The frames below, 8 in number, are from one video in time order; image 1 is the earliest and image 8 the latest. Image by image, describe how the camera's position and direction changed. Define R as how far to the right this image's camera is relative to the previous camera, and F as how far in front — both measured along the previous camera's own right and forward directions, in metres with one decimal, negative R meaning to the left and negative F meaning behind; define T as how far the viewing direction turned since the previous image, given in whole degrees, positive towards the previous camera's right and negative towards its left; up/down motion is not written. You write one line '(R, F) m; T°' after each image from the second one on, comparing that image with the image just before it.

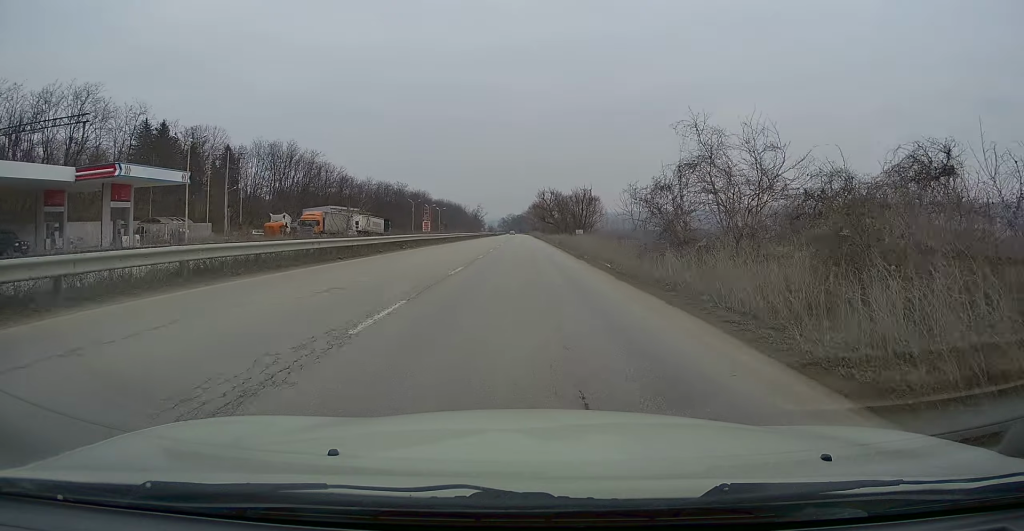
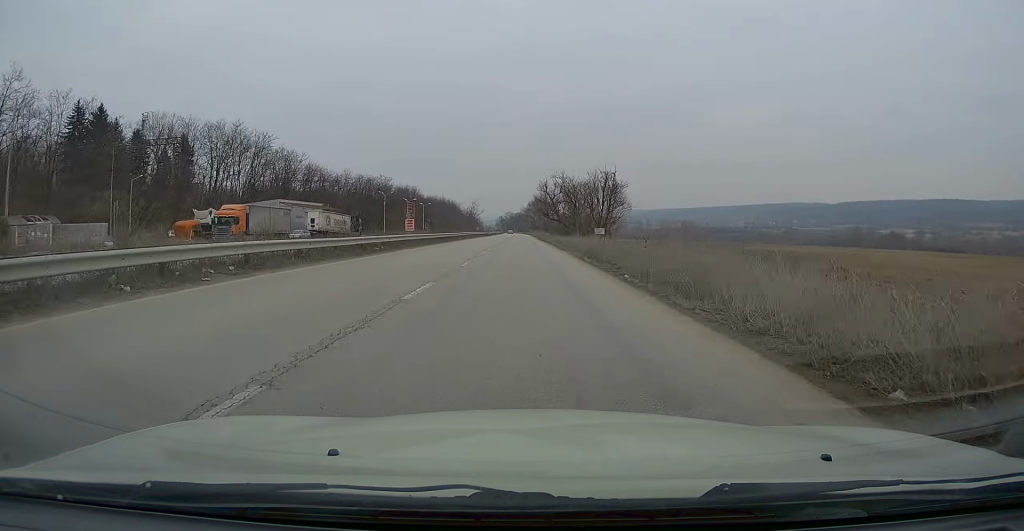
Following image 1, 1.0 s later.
(0.0, +23.3) m; 0°
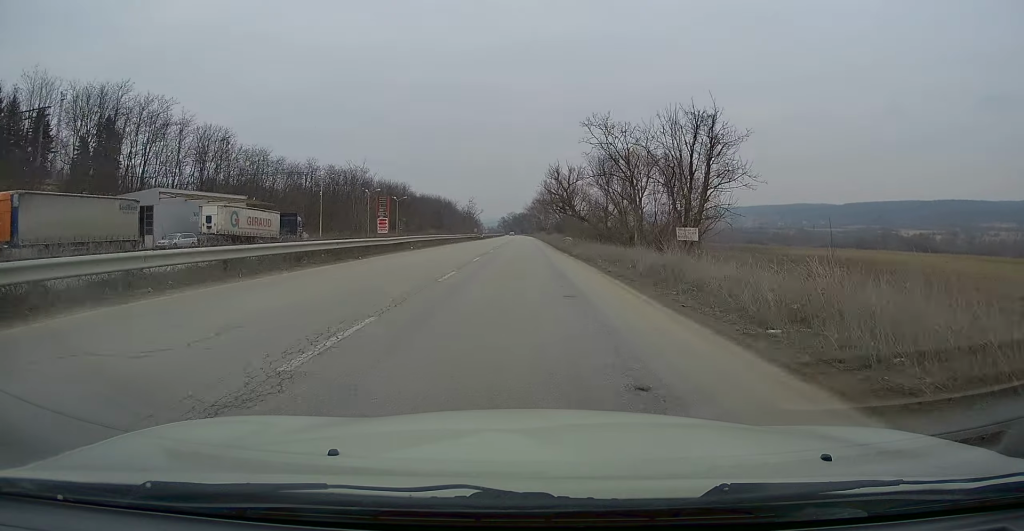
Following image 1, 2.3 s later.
(-0.1, +31.5) m; -1°
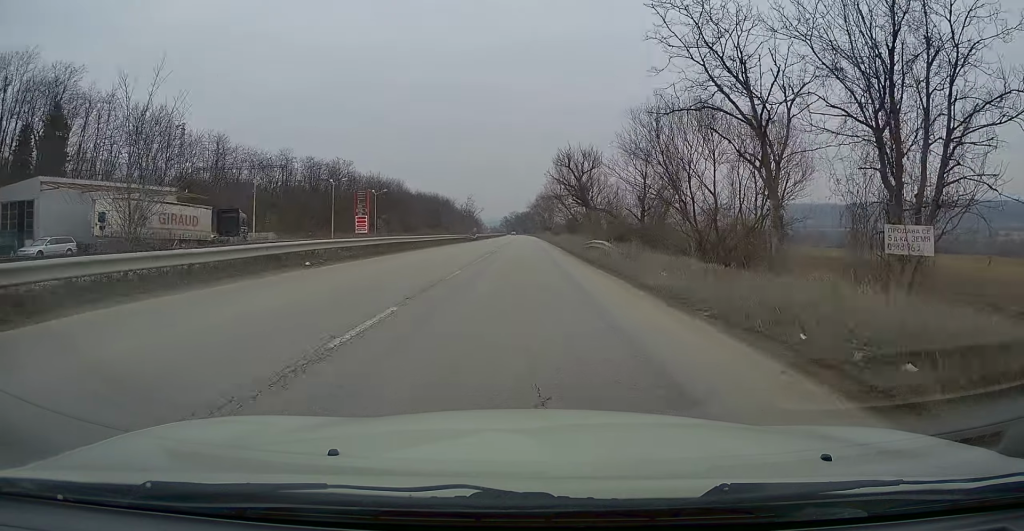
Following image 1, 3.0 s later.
(-0.1, +17.0) m; -1°
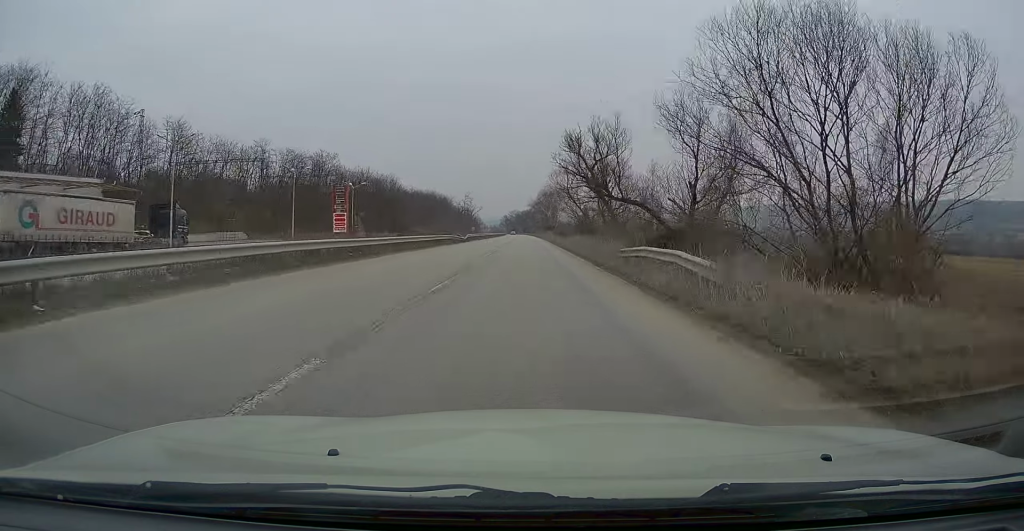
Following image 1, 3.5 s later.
(-0.2, +12.2) m; 0°
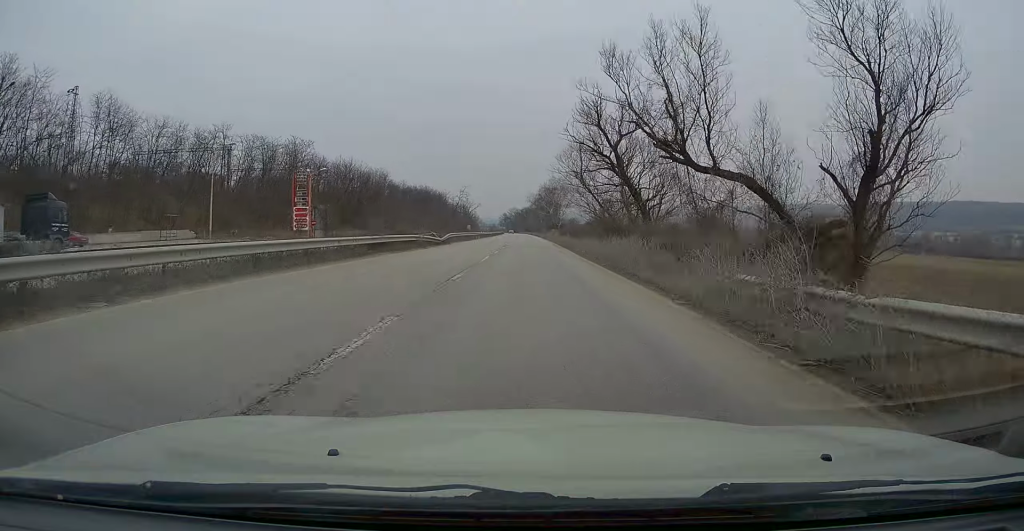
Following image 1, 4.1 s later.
(0.0, +15.5) m; 0°
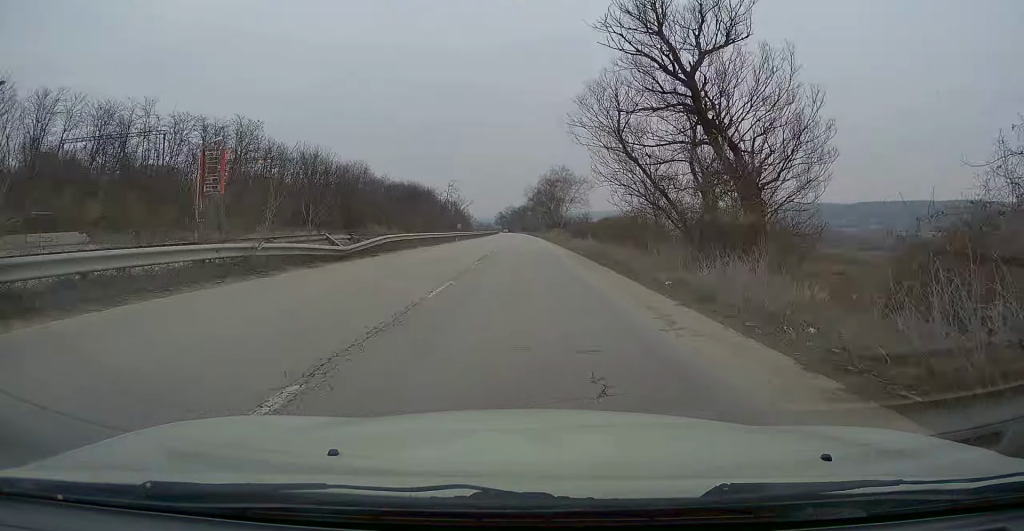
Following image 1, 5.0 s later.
(+0.2, +21.3) m; 0°
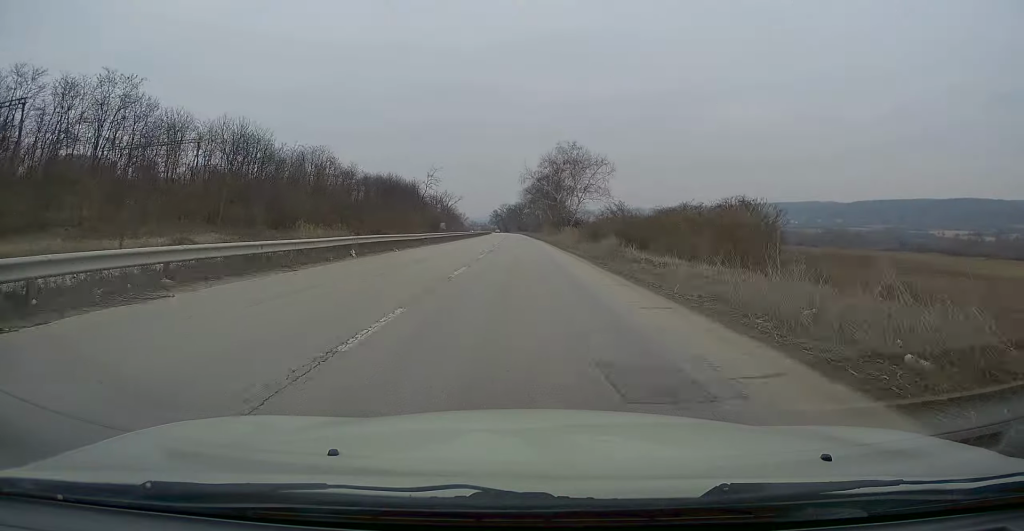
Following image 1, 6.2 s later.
(0.0, +31.3) m; 0°
